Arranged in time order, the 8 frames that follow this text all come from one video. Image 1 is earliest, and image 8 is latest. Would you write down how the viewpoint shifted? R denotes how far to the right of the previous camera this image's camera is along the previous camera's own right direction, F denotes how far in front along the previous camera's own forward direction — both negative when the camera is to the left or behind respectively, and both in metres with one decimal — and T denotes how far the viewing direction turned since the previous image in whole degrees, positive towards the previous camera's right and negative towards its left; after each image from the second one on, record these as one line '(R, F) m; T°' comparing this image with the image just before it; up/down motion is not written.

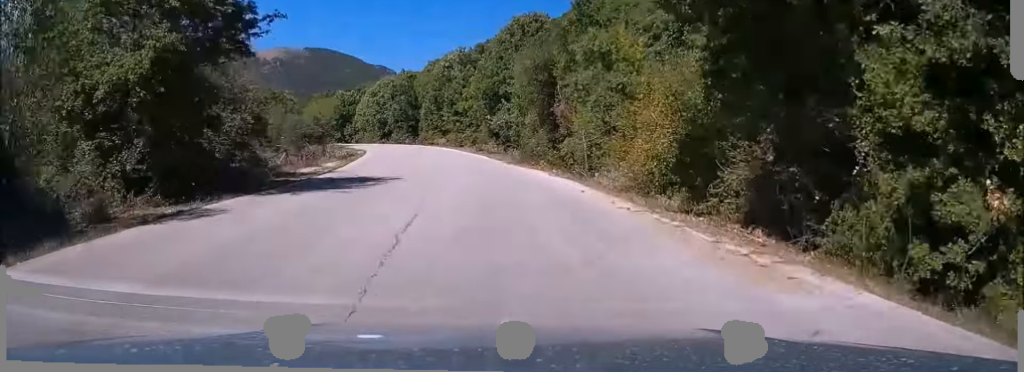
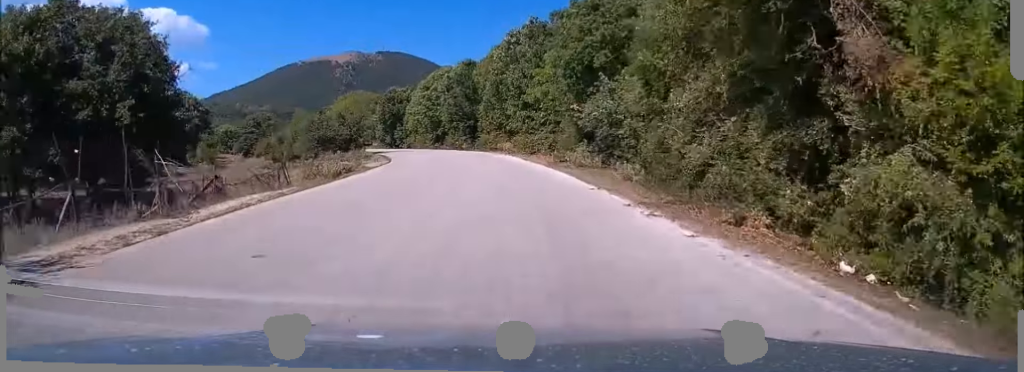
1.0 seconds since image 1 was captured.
(-1.3, +21.5) m; -6°
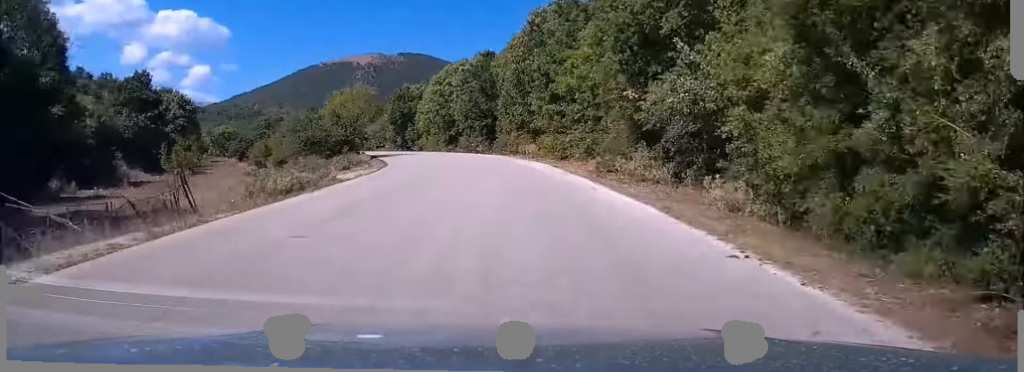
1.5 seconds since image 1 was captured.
(-0.2, +10.9) m; -3°
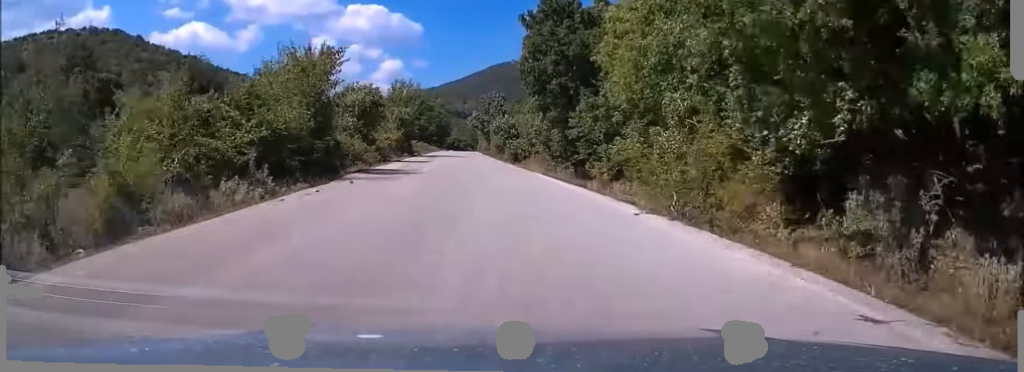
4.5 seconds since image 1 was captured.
(-10.7, +62.0) m; -18°
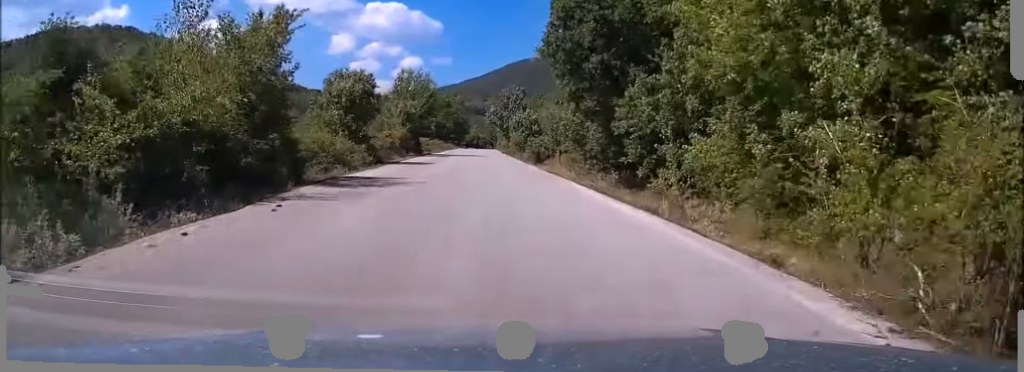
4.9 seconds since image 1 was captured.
(-0.1, +8.5) m; -2°
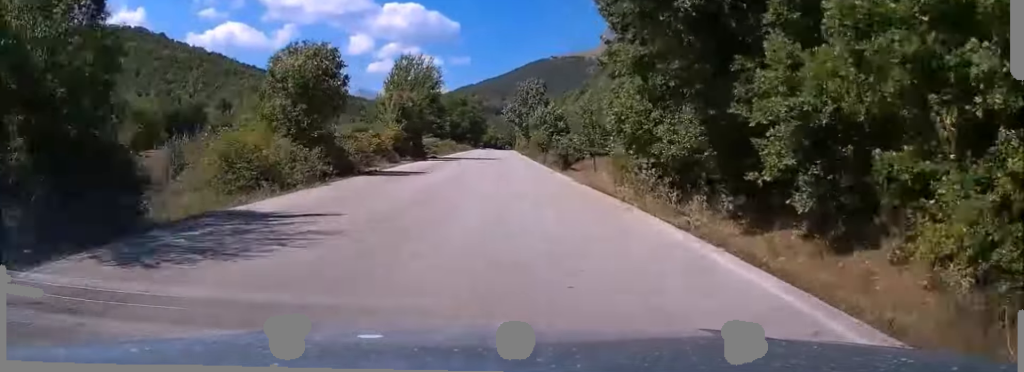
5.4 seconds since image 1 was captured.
(-0.4, +10.7) m; -2°
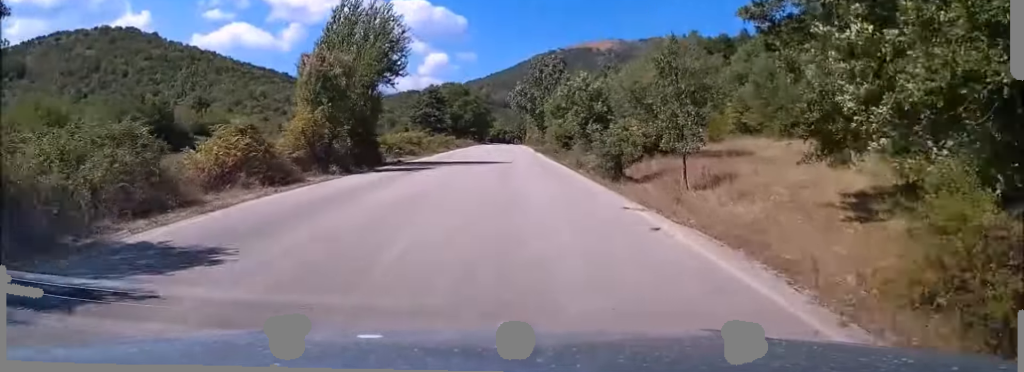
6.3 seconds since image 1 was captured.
(-0.4, +20.9) m; -1°
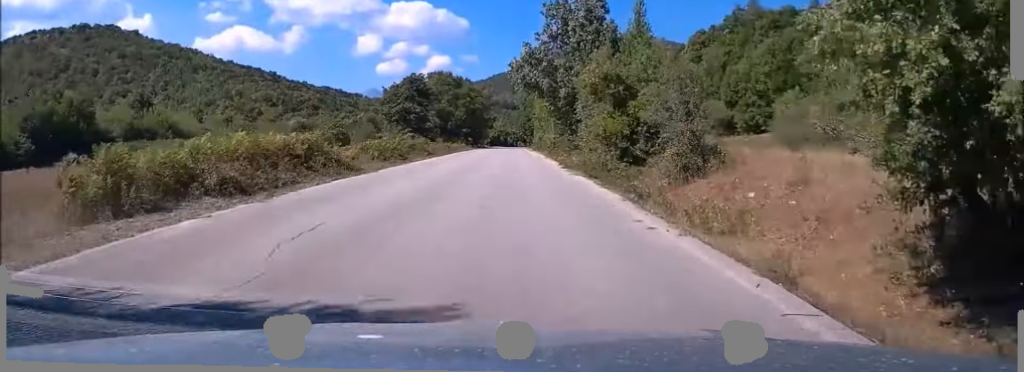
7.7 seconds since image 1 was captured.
(0.0, +30.3) m; 0°
